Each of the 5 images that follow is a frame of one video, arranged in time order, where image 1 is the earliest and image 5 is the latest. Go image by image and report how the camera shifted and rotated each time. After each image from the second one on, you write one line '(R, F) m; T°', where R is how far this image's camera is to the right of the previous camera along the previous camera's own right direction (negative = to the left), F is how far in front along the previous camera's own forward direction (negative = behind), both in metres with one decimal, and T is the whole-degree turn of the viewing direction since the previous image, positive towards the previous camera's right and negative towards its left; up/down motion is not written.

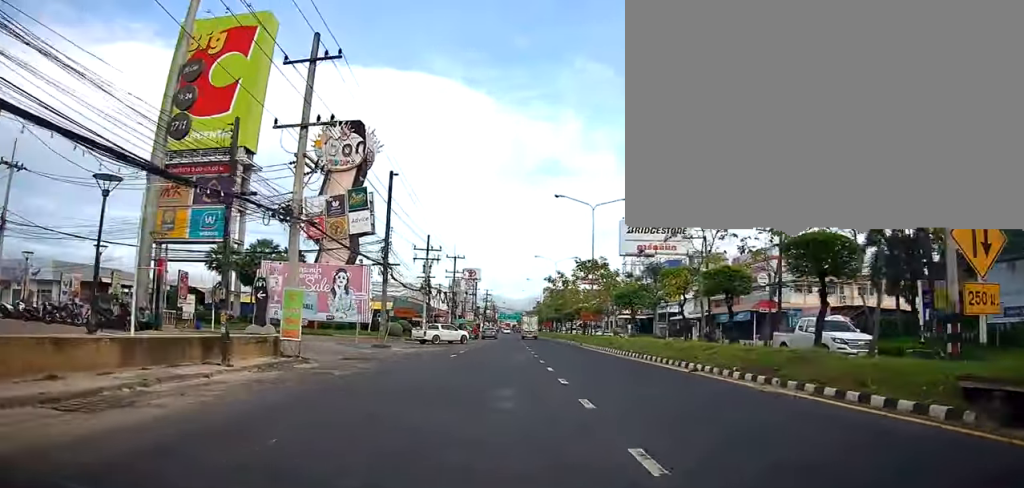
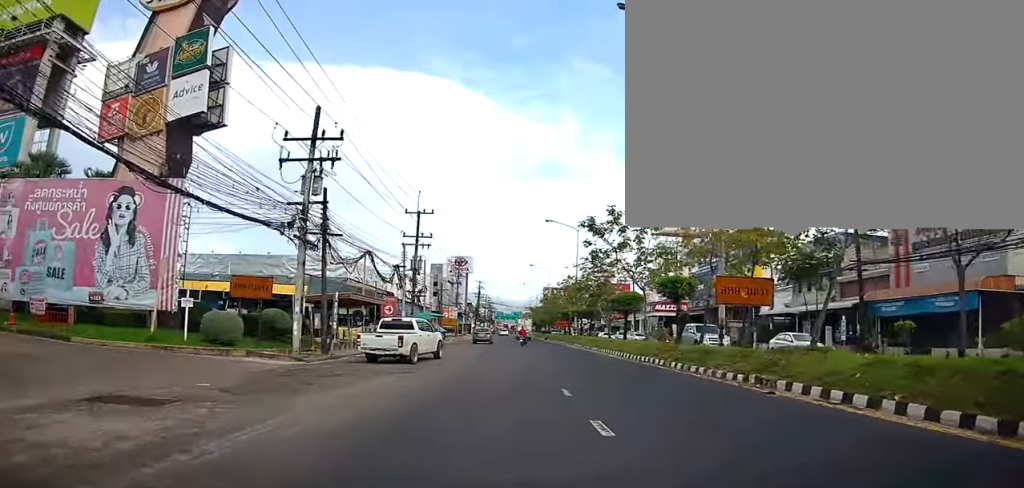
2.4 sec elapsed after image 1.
(-0.2, +31.4) m; -3°
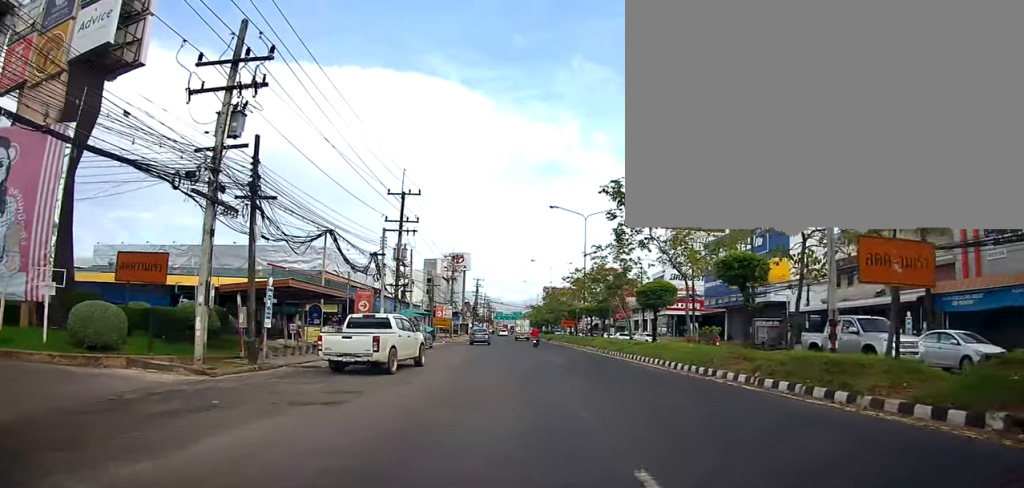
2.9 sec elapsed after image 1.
(-0.1, +7.1) m; 0°
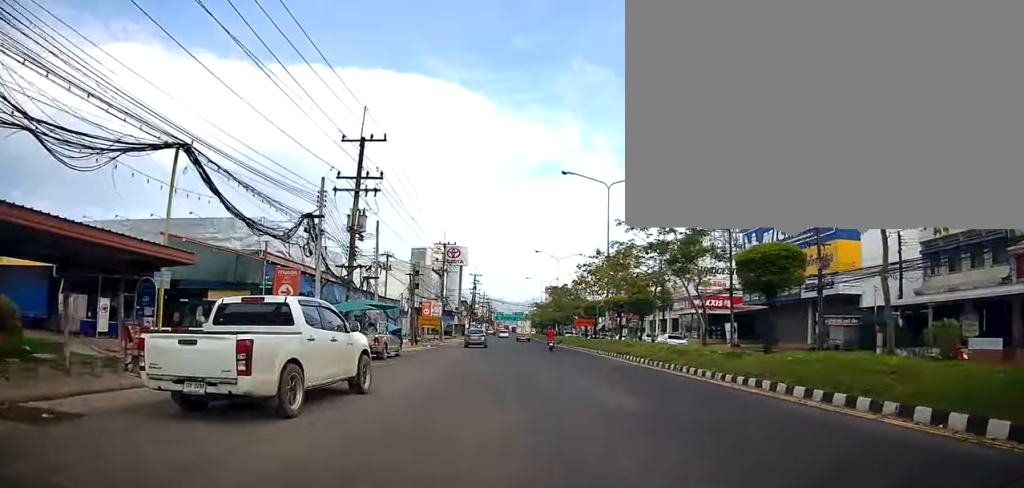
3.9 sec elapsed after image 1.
(+0.6, +12.2) m; +3°
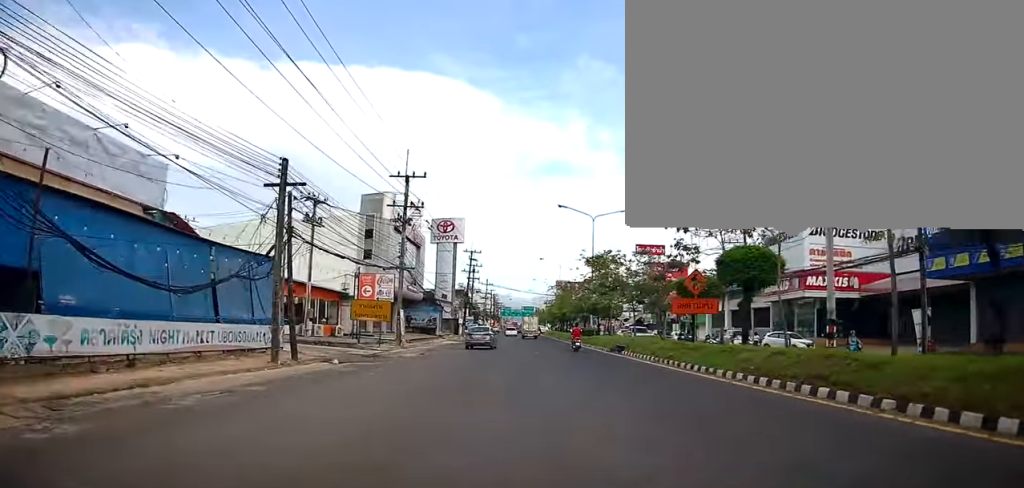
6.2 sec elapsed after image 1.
(0.0, +28.2) m; -2°
